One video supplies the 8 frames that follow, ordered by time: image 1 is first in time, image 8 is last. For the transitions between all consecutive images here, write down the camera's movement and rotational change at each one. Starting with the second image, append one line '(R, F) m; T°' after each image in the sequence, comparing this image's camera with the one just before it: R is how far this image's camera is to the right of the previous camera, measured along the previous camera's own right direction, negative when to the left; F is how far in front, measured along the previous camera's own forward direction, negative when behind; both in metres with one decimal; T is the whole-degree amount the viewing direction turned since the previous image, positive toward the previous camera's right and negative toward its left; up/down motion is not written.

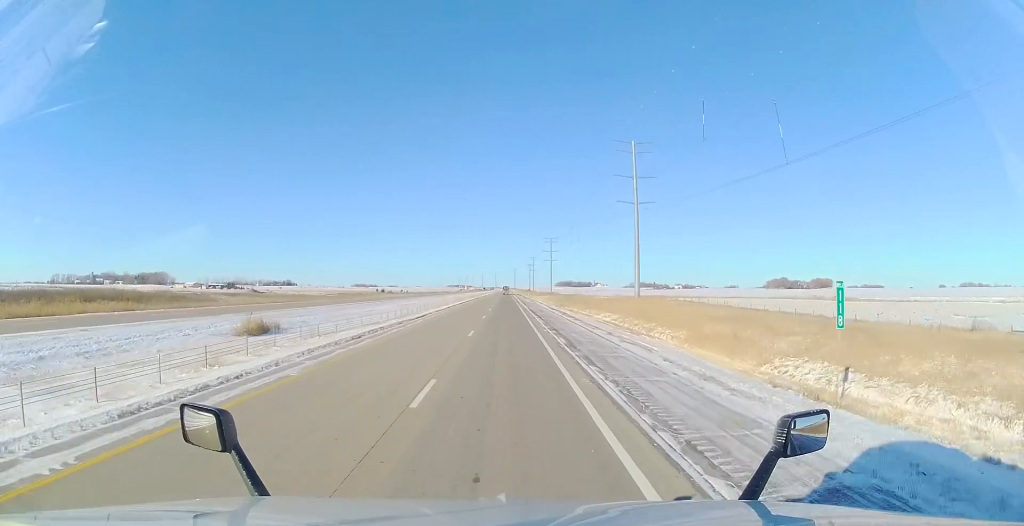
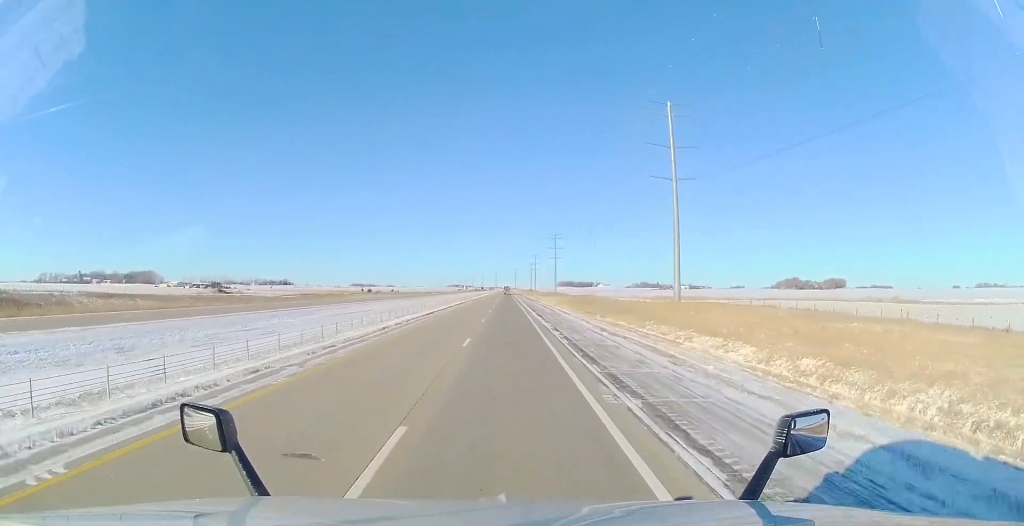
(-0.4, +35.3) m; 0°
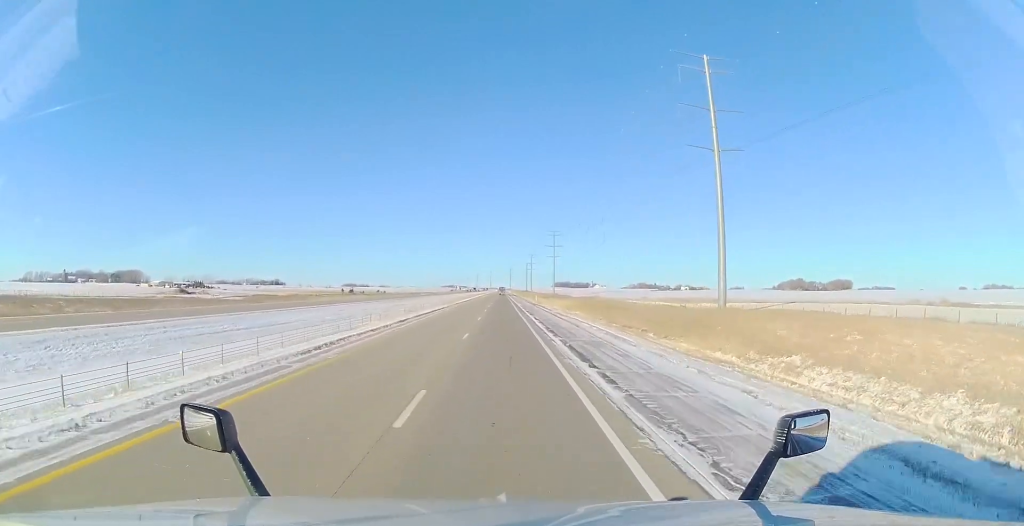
(+0.2, +27.3) m; +1°
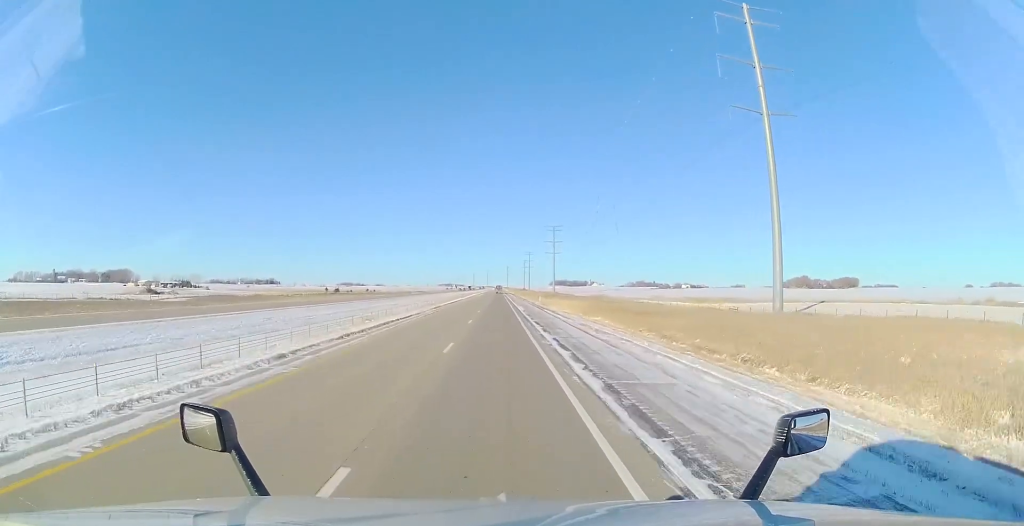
(0.0, +20.4) m; 0°
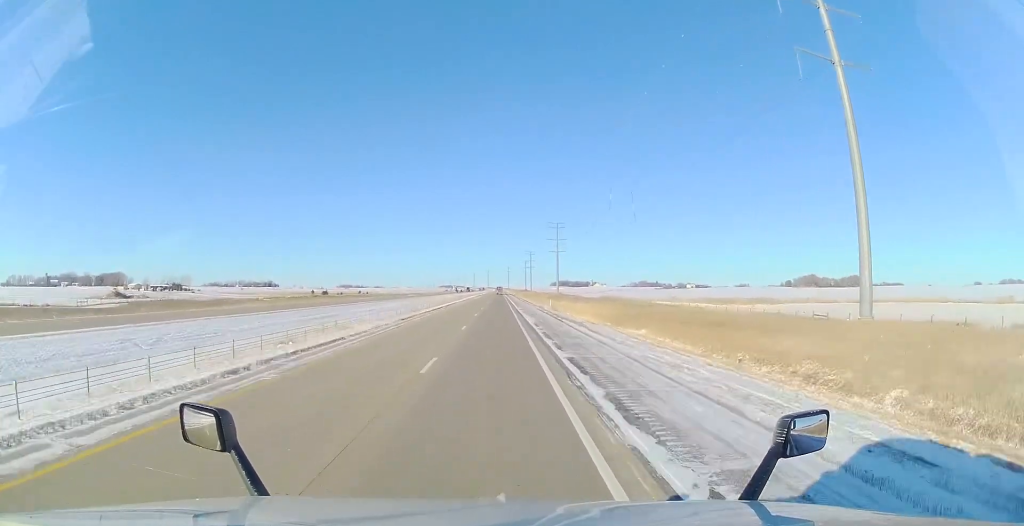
(+0.2, +19.4) m; 0°
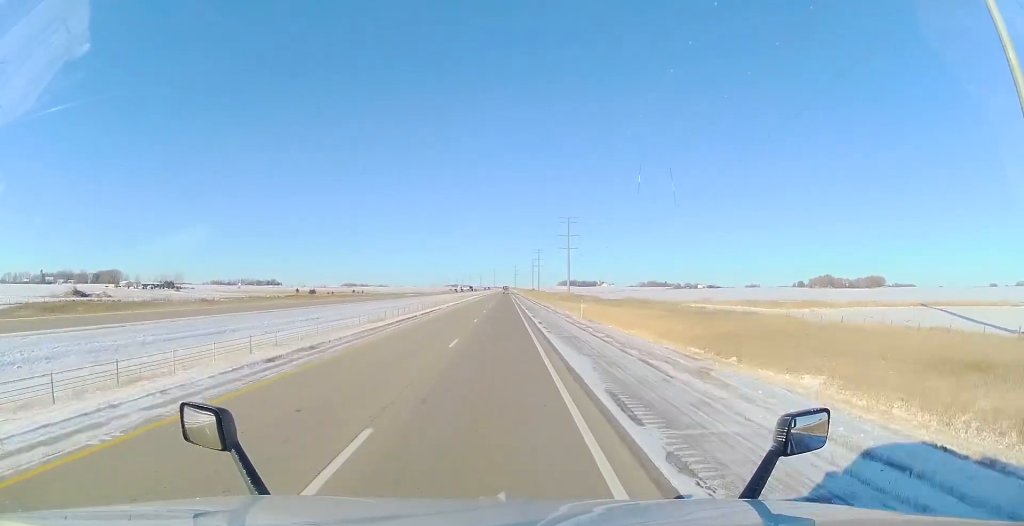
(-0.1, +24.3) m; 0°
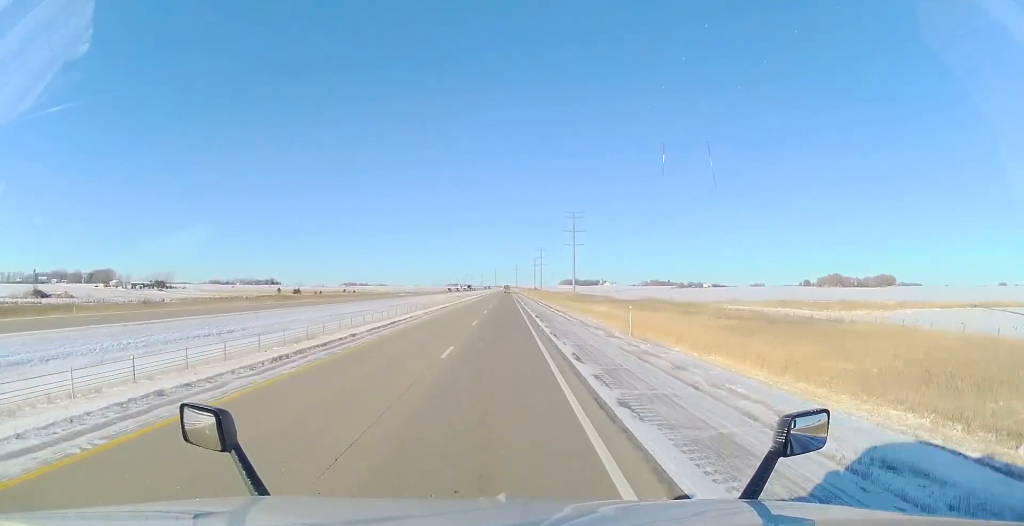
(-0.1, +18.5) m; 0°
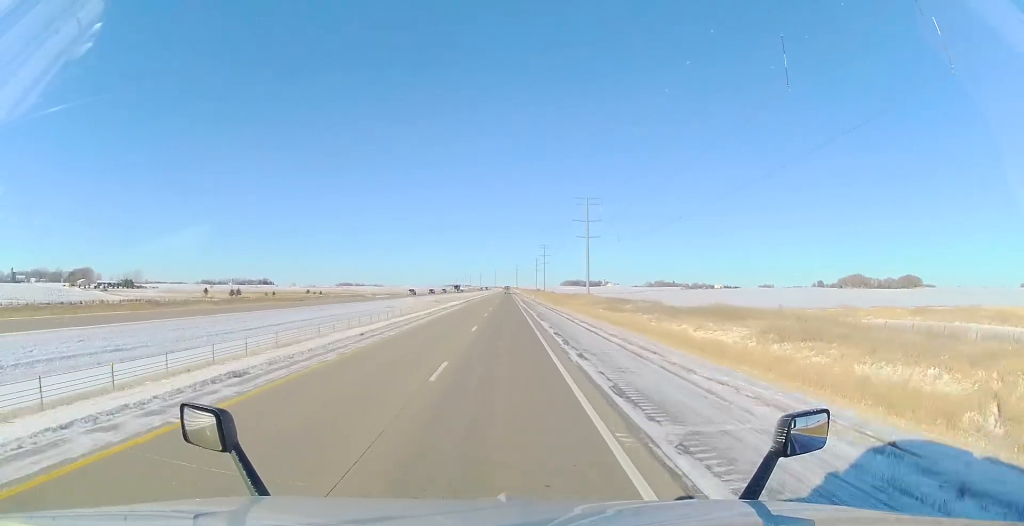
(-0.5, +49.7) m; 0°
